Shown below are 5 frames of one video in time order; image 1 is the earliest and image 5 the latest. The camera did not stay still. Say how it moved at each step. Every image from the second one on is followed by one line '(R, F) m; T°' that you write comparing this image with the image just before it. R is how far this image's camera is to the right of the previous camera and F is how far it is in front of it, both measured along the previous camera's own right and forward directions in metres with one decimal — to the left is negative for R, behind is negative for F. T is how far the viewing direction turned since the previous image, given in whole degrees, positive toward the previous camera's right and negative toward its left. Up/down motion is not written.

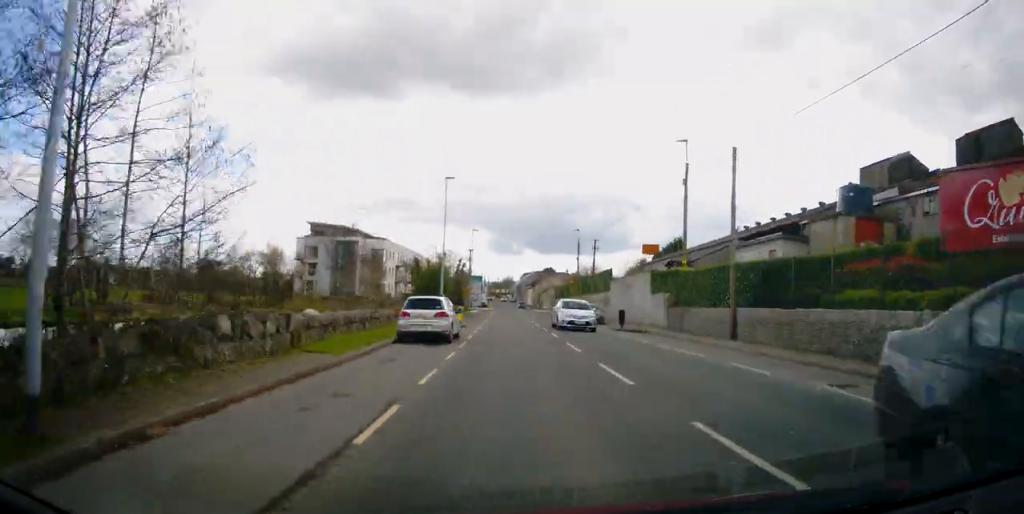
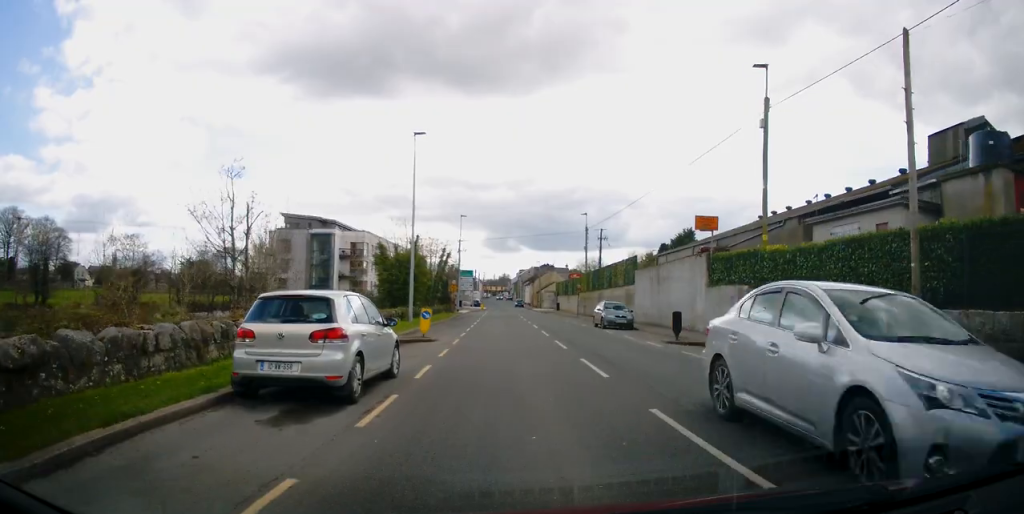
(+0.2, +11.1) m; +1°
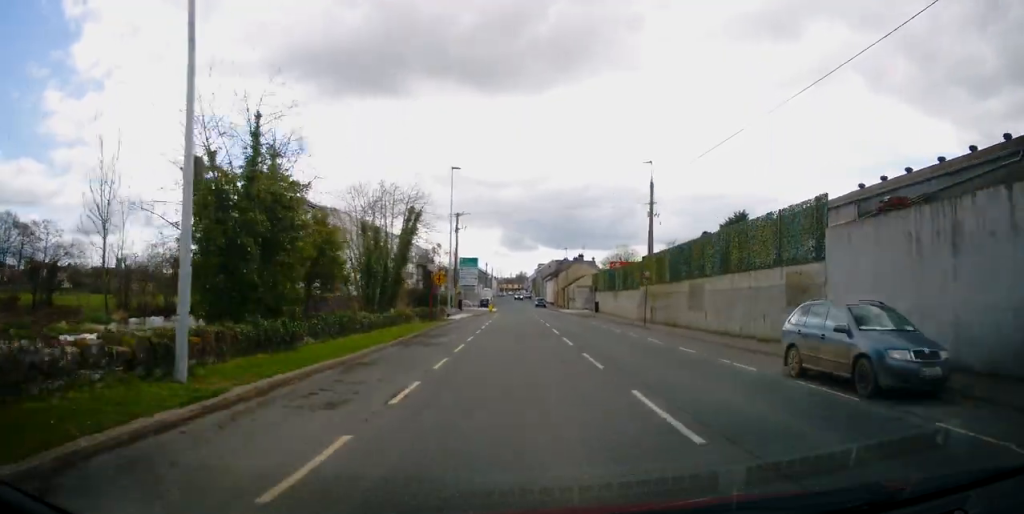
(-0.1, +22.3) m; -2°
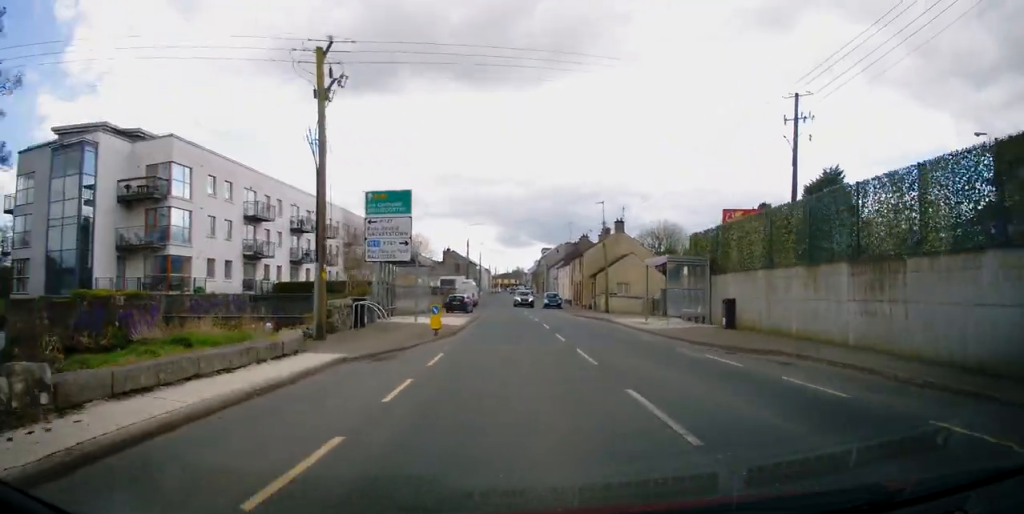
(-0.2, +35.9) m; 0°
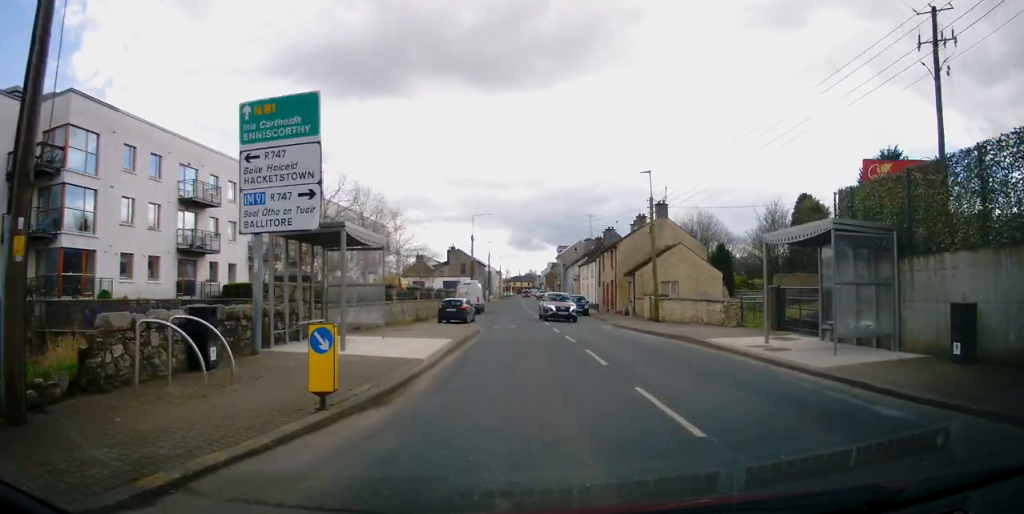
(-0.1, +11.9) m; 0°
